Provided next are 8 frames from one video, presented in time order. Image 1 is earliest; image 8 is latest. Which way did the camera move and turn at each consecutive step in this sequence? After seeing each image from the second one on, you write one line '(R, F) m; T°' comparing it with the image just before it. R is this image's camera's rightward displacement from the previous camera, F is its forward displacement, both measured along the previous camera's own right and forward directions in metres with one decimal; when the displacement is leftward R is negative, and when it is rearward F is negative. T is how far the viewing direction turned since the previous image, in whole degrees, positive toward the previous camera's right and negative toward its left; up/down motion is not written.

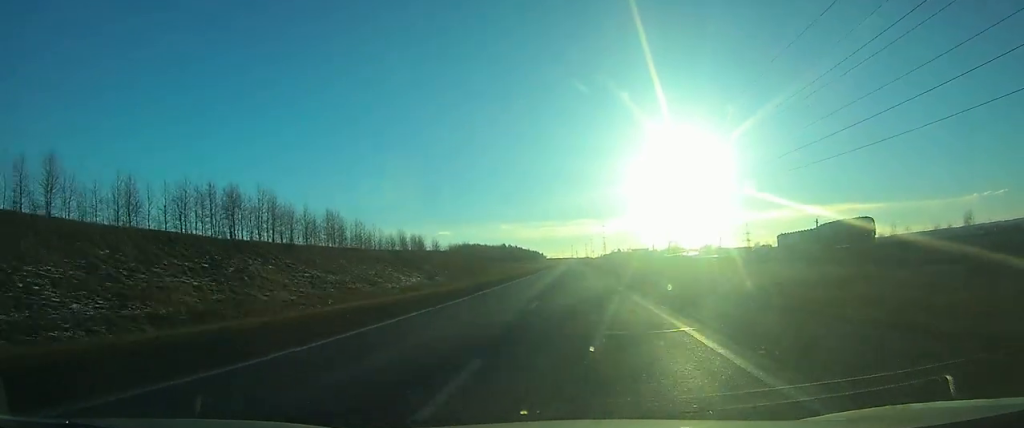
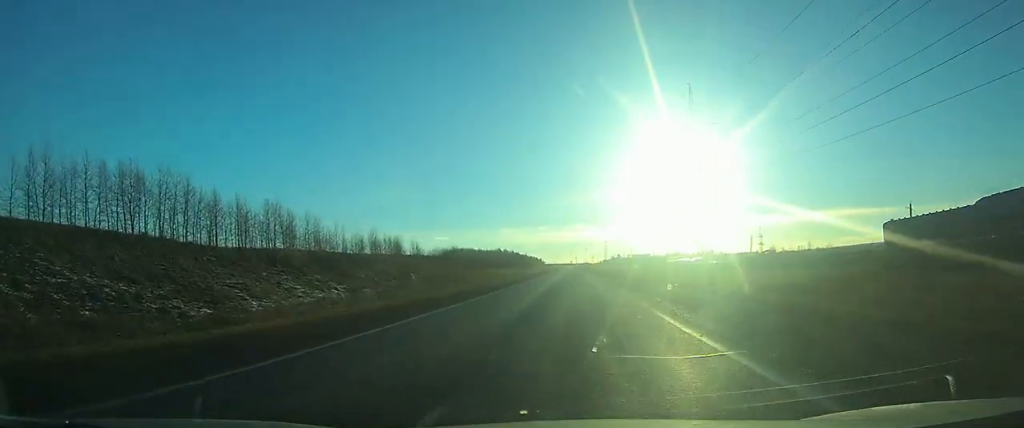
(0.0, +26.6) m; 0°
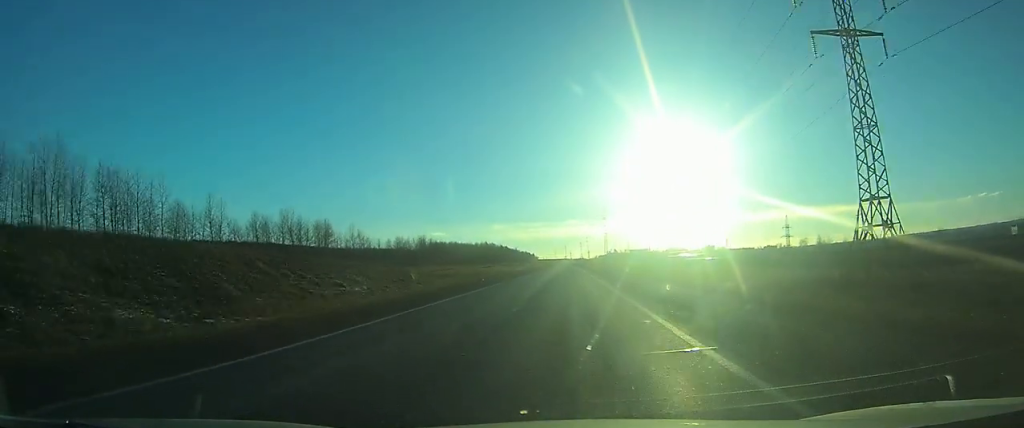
(+0.3, +50.0) m; 0°
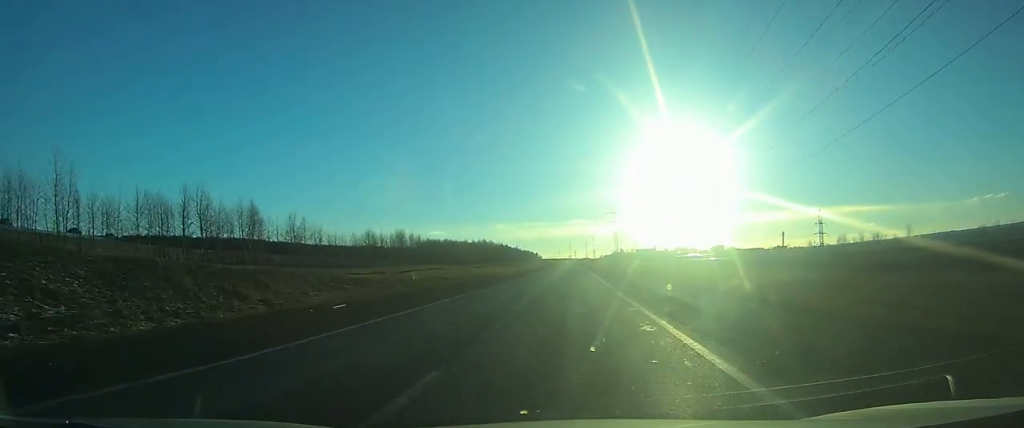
(-0.1, +33.2) m; 0°
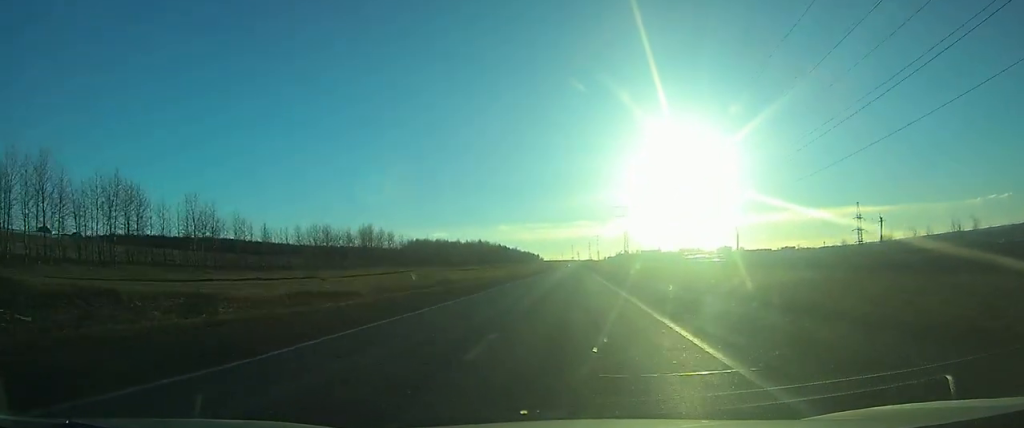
(-0.1, +31.6) m; 0°
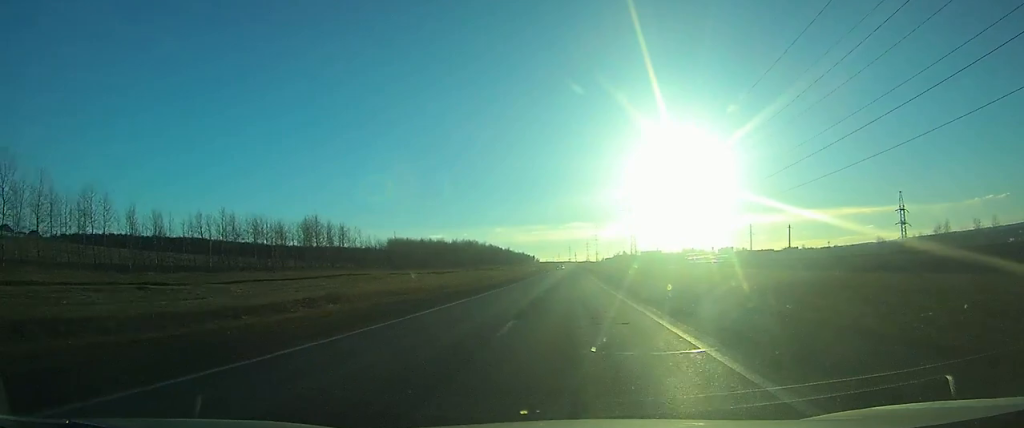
(0.0, +30.4) m; 0°
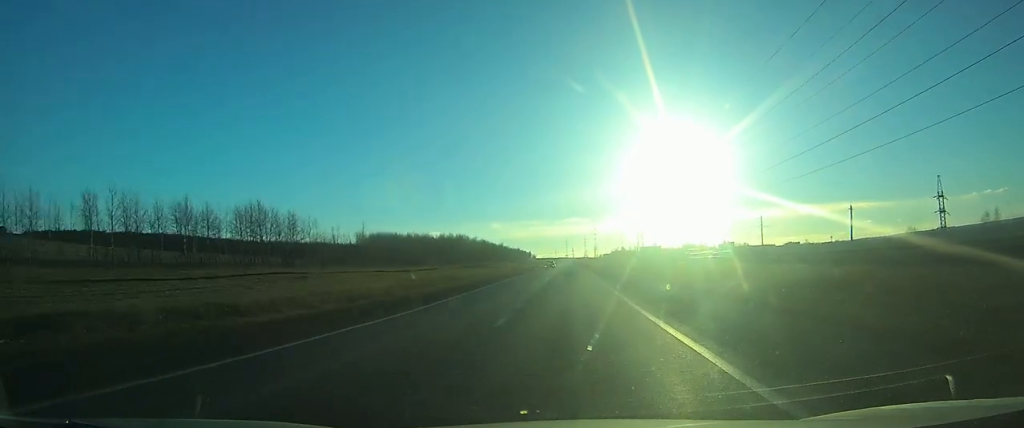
(0.0, +21.6) m; 0°
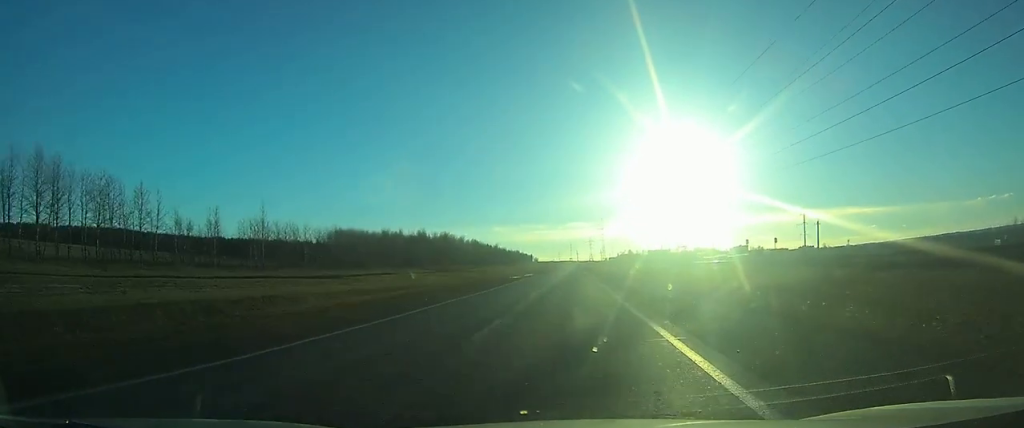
(0.0, +50.0) m; 0°
